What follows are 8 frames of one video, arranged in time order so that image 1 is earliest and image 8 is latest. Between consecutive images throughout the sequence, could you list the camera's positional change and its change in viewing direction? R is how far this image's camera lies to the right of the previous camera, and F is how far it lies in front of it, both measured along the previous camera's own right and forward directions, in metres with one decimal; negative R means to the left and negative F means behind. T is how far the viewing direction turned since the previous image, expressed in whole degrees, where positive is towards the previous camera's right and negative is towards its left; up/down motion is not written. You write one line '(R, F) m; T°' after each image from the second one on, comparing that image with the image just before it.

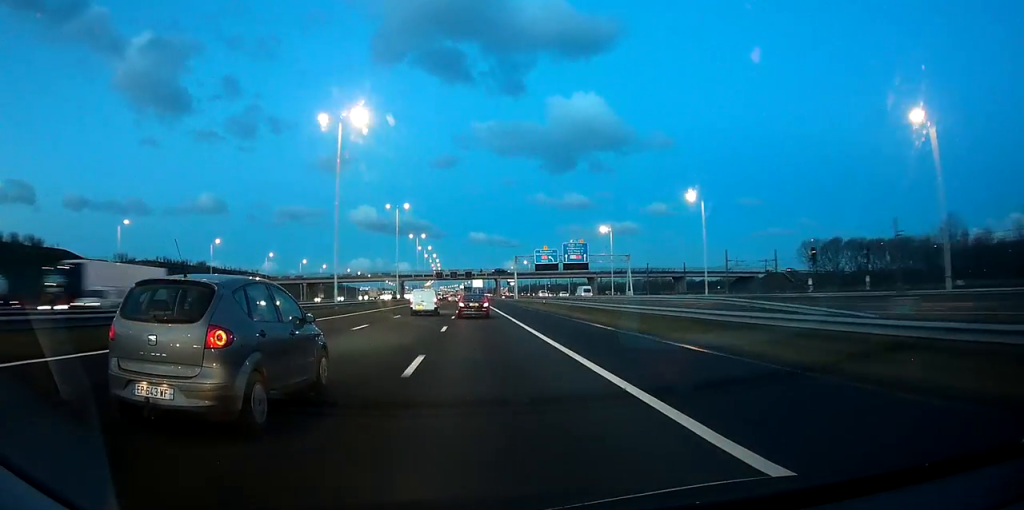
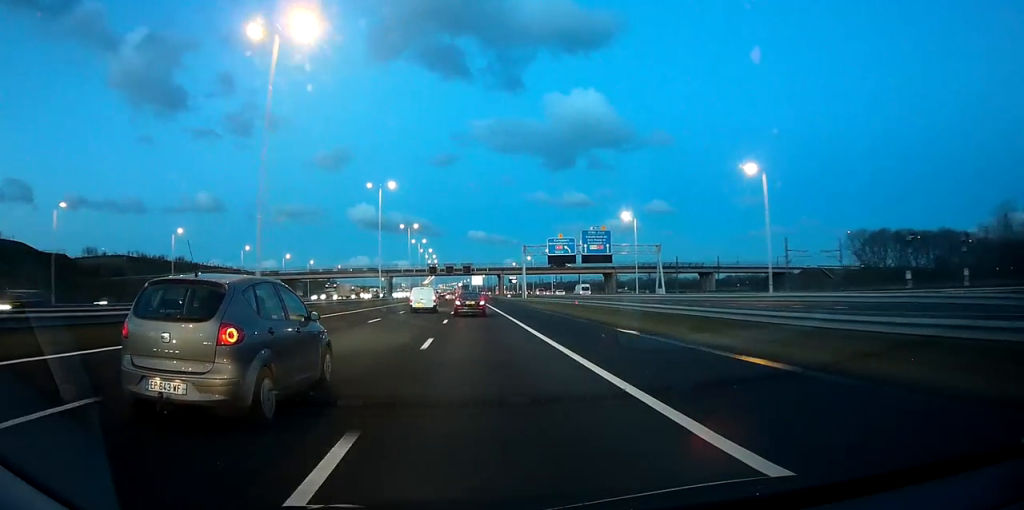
(0.0, +19.4) m; 0°
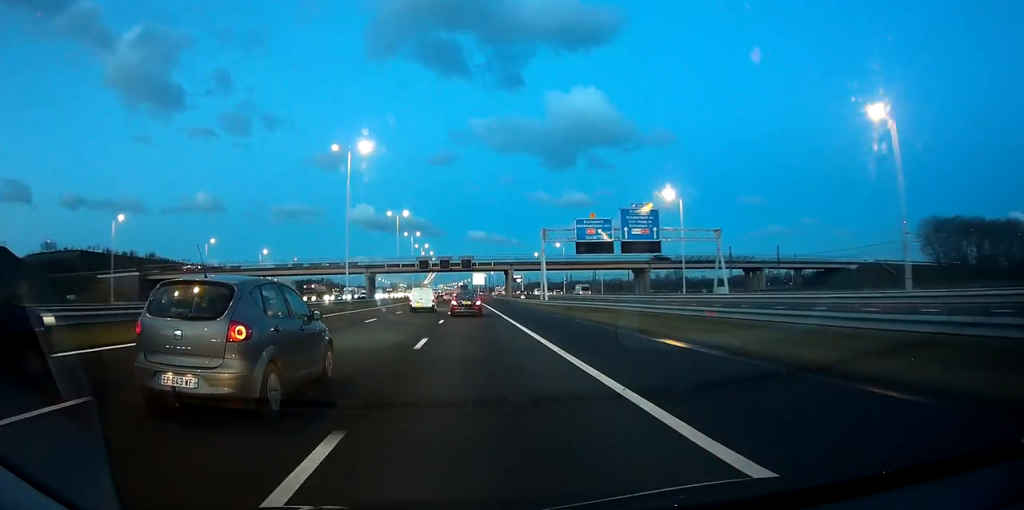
(-0.1, +23.7) m; 0°
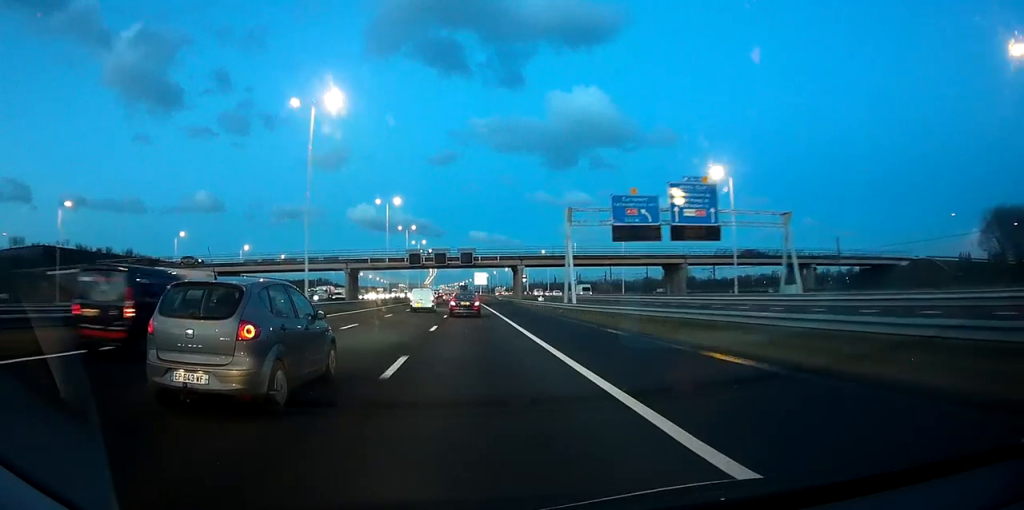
(0.0, +16.6) m; 0°
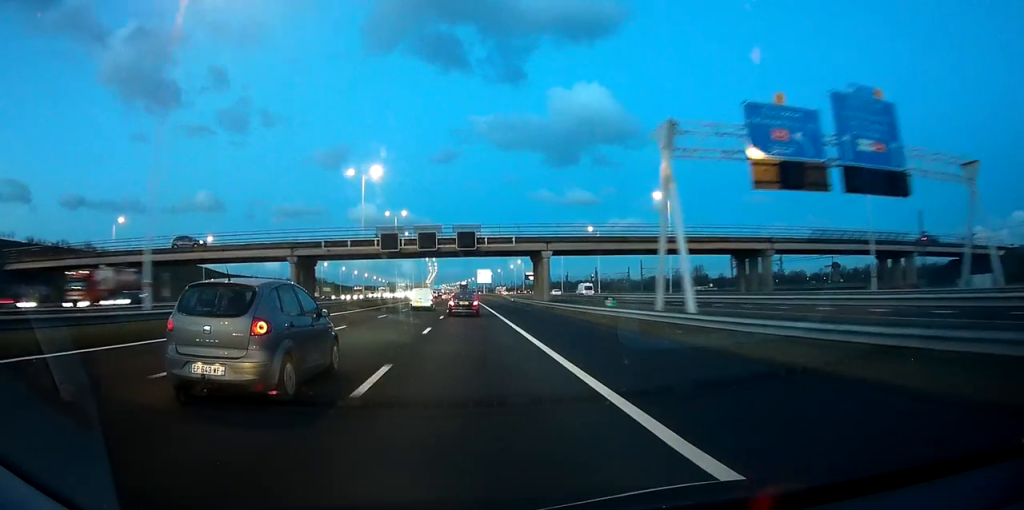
(0.0, +25.5) m; 0°
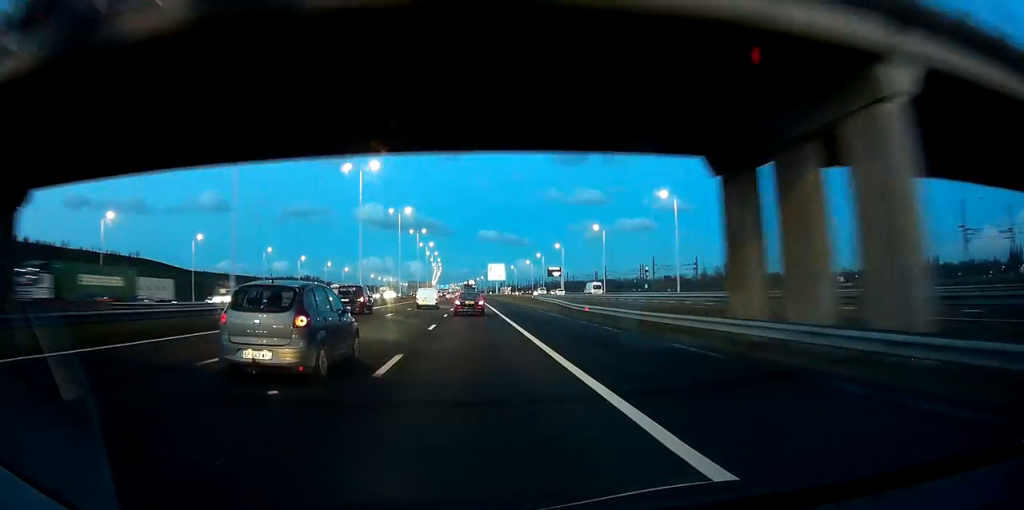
(-0.7, +45.9) m; -1°
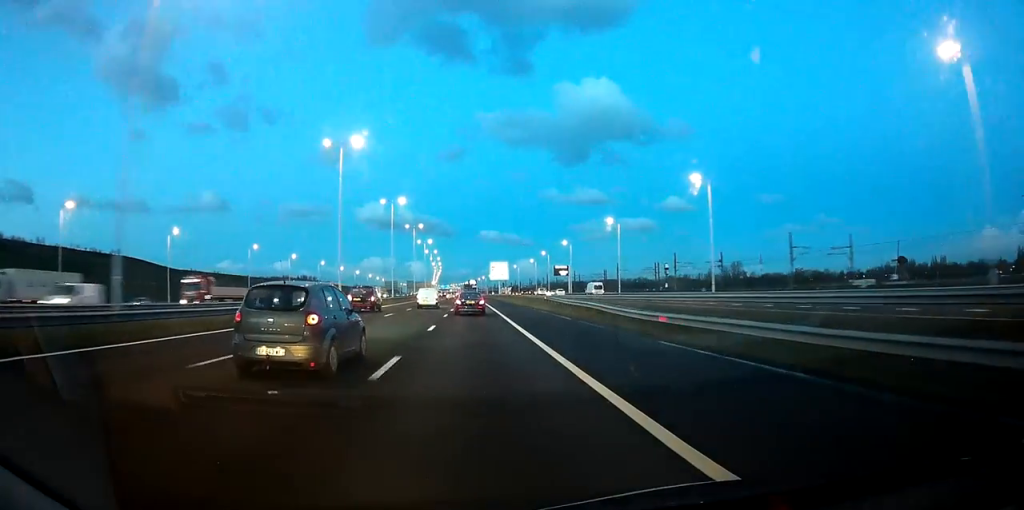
(0.0, +12.4) m; 0°
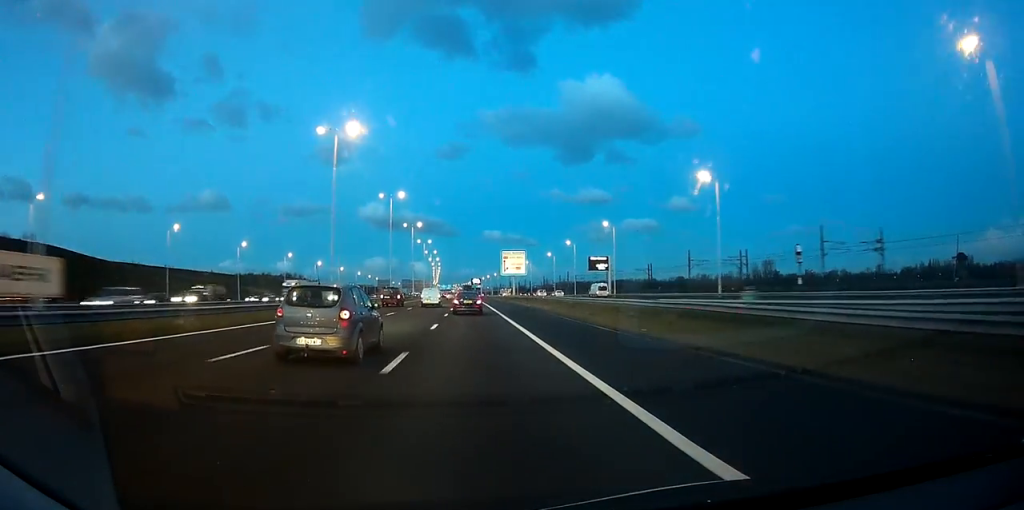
(+0.3, +47.0) m; 0°
